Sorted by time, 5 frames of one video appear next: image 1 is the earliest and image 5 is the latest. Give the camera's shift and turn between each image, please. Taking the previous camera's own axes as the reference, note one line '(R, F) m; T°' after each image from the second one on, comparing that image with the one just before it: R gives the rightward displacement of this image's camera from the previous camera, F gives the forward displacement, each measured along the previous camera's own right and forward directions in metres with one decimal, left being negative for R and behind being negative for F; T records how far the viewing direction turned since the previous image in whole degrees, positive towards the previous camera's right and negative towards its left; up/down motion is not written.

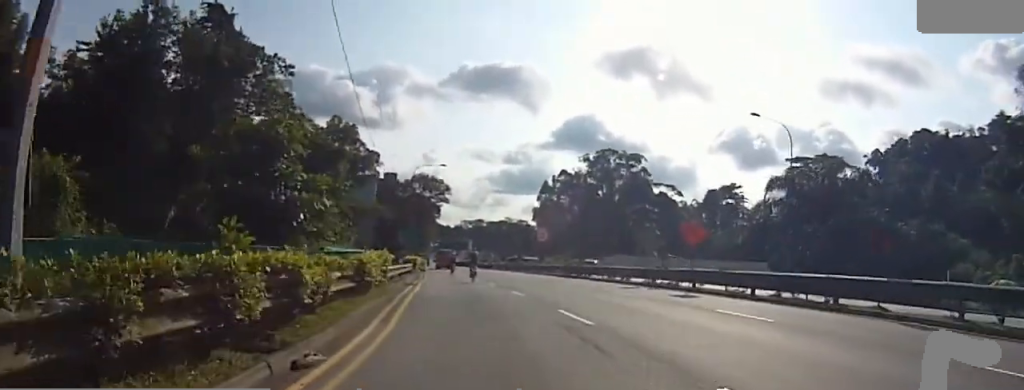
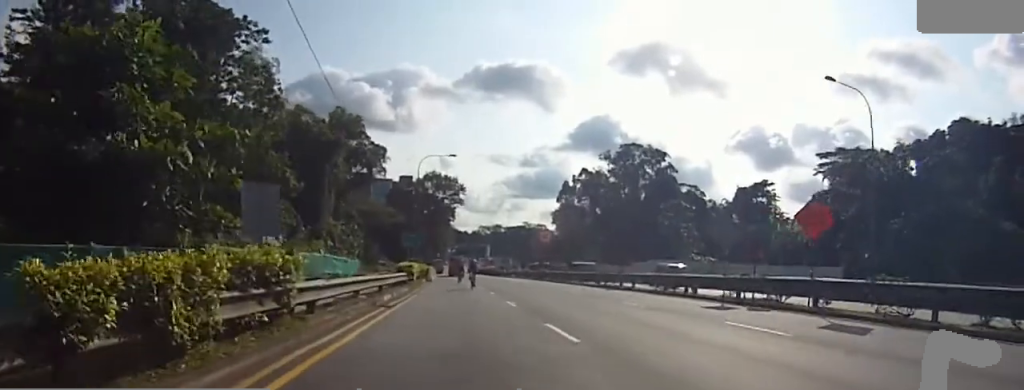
(-0.4, +6.5) m; -3°
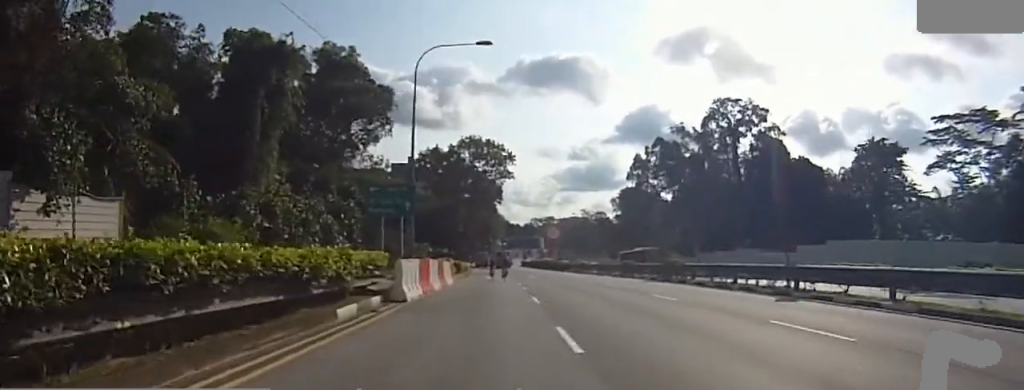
(-1.2, +23.9) m; -4°
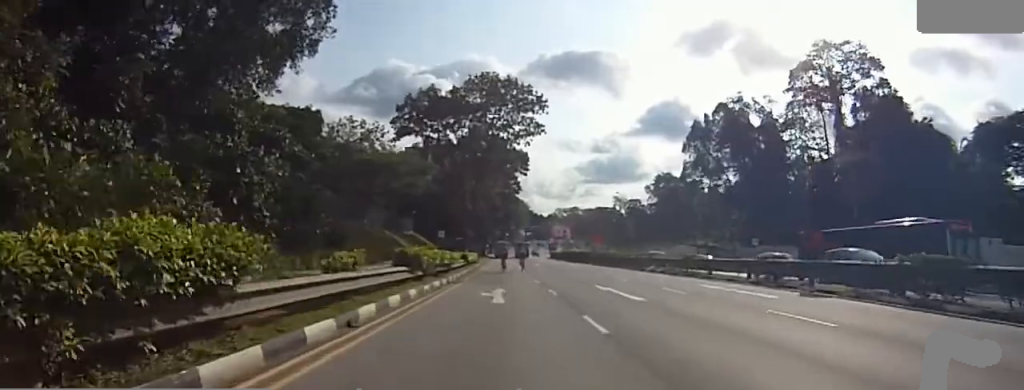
(-1.1, +23.4) m; 0°
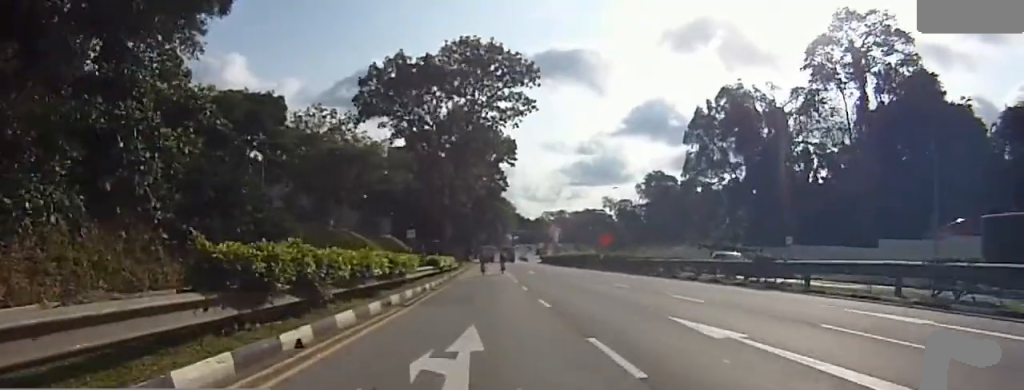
(+0.5, +8.8) m; +2°
